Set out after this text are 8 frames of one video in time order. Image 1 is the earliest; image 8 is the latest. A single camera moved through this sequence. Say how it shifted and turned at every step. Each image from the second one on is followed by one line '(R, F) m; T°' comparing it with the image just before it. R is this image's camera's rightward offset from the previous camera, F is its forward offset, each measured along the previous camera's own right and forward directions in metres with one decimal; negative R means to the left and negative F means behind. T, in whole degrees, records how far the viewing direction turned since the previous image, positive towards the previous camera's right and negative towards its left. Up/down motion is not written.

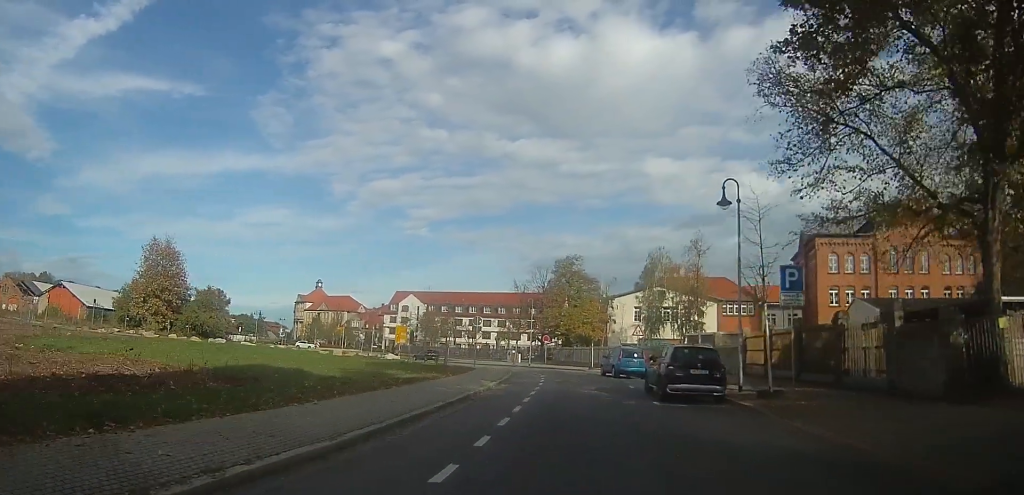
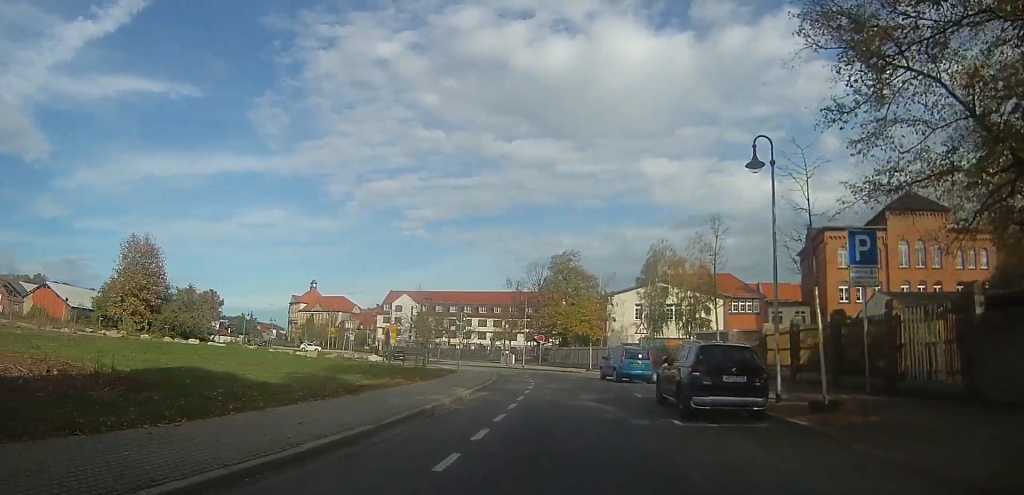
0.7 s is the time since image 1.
(0.0, +3.7) m; -1°
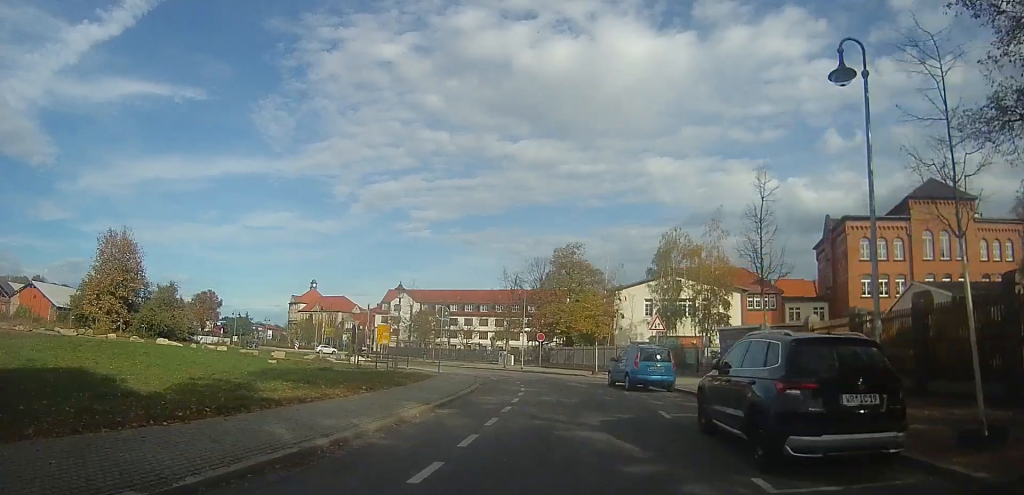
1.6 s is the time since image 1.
(0.0, +4.8) m; 0°
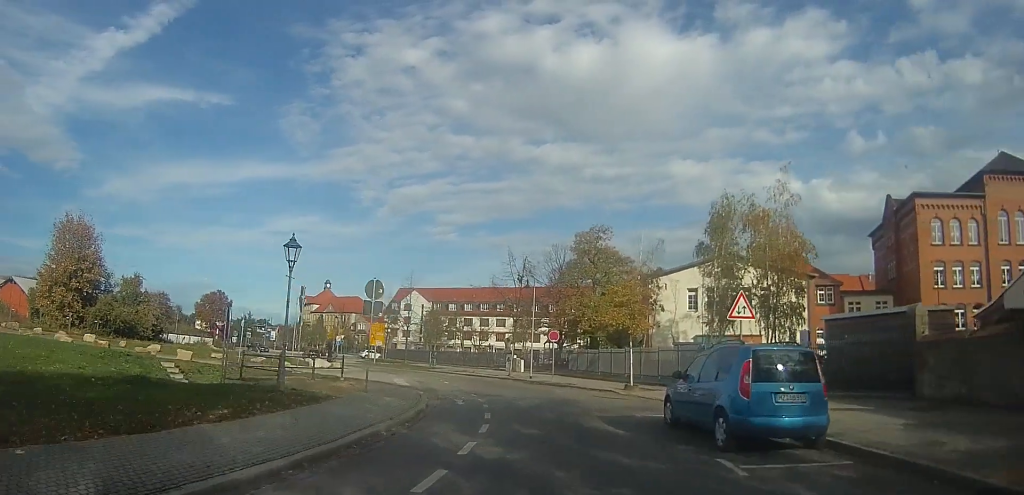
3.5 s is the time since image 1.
(-0.1, +10.2) m; -2°
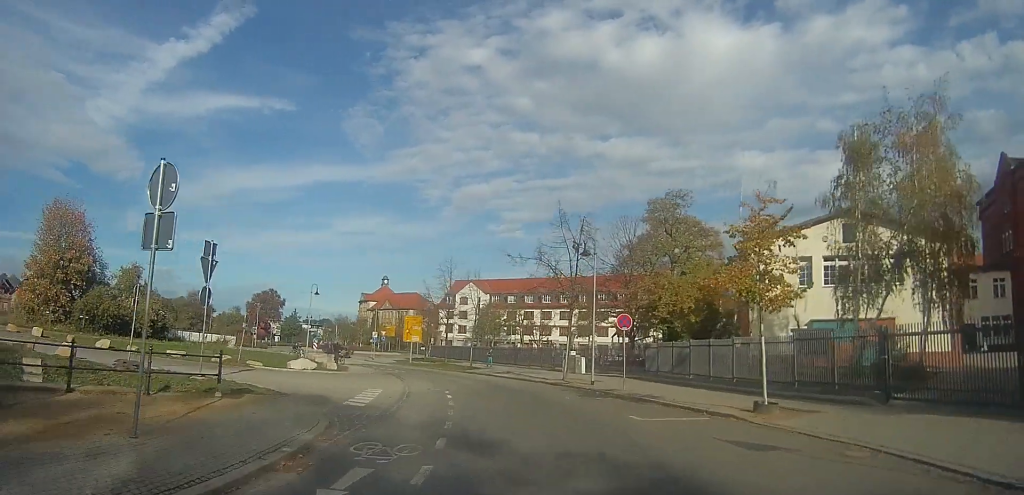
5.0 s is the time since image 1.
(+0.2, +9.3) m; -2°
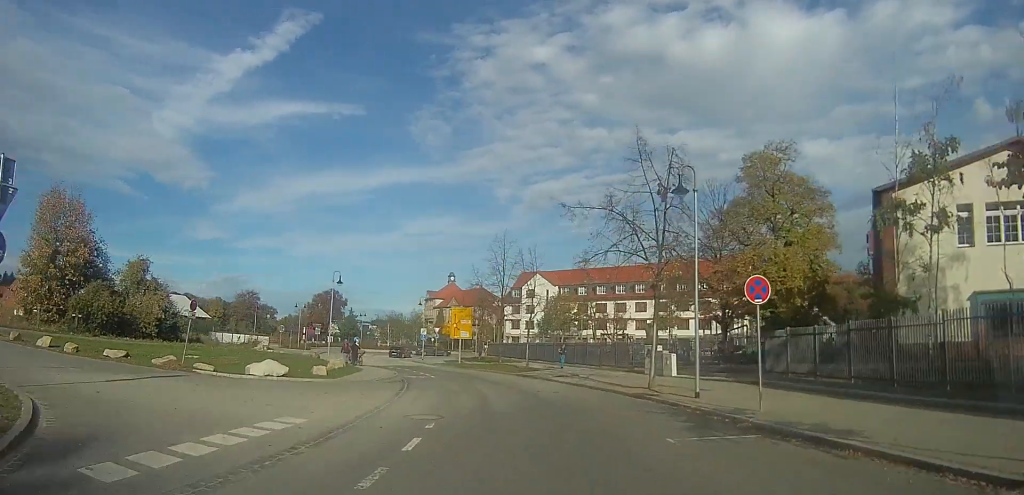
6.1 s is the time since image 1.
(-0.8, +8.3) m; -13°
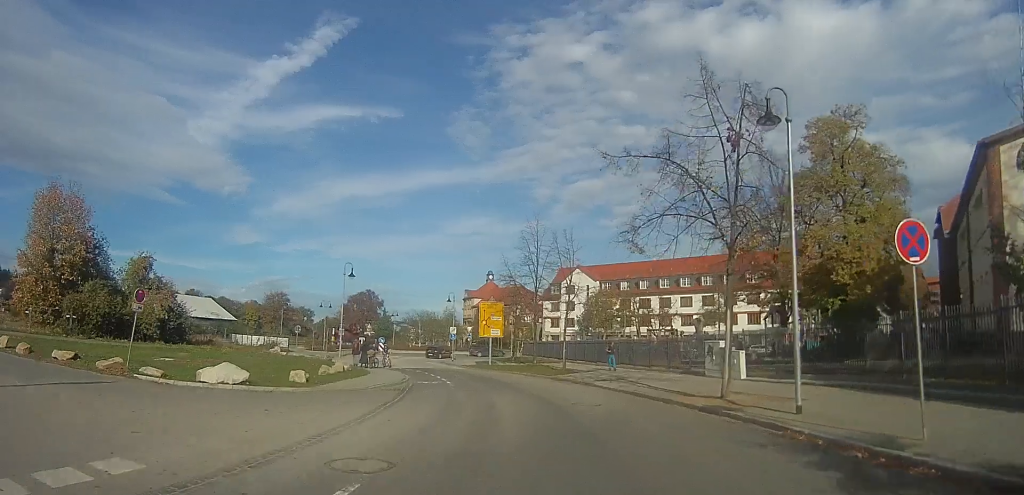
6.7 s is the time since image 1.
(-0.3, +4.5) m; -5°
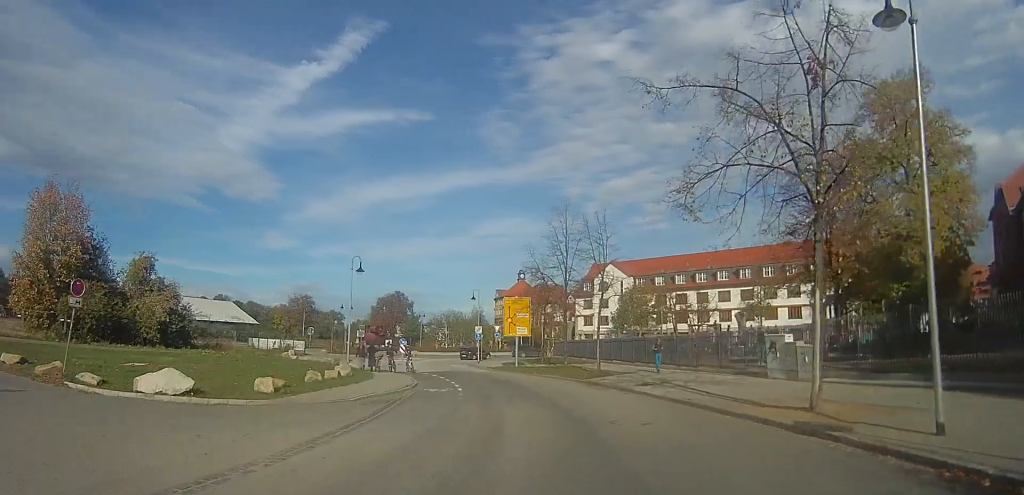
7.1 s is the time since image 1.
(-0.2, +3.6) m; -2°
